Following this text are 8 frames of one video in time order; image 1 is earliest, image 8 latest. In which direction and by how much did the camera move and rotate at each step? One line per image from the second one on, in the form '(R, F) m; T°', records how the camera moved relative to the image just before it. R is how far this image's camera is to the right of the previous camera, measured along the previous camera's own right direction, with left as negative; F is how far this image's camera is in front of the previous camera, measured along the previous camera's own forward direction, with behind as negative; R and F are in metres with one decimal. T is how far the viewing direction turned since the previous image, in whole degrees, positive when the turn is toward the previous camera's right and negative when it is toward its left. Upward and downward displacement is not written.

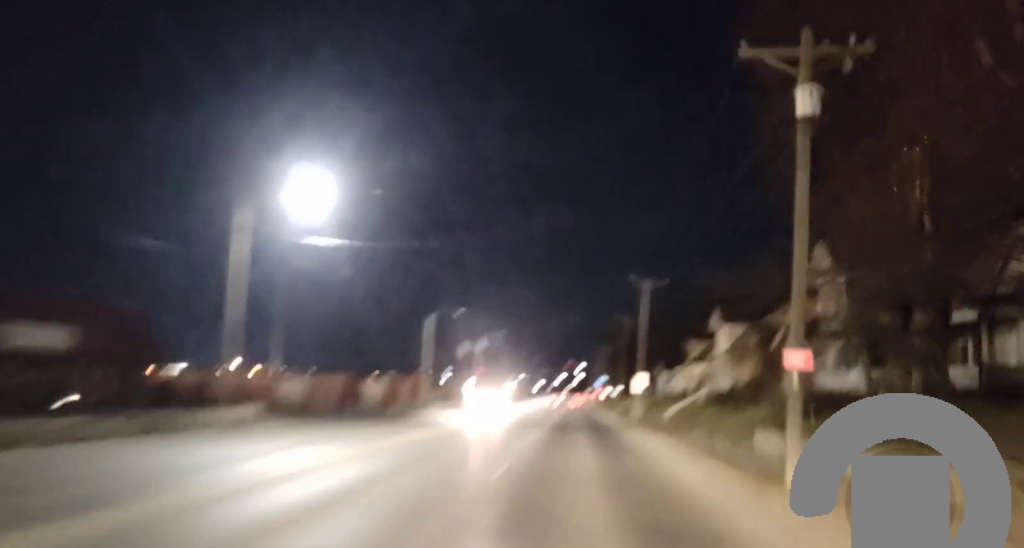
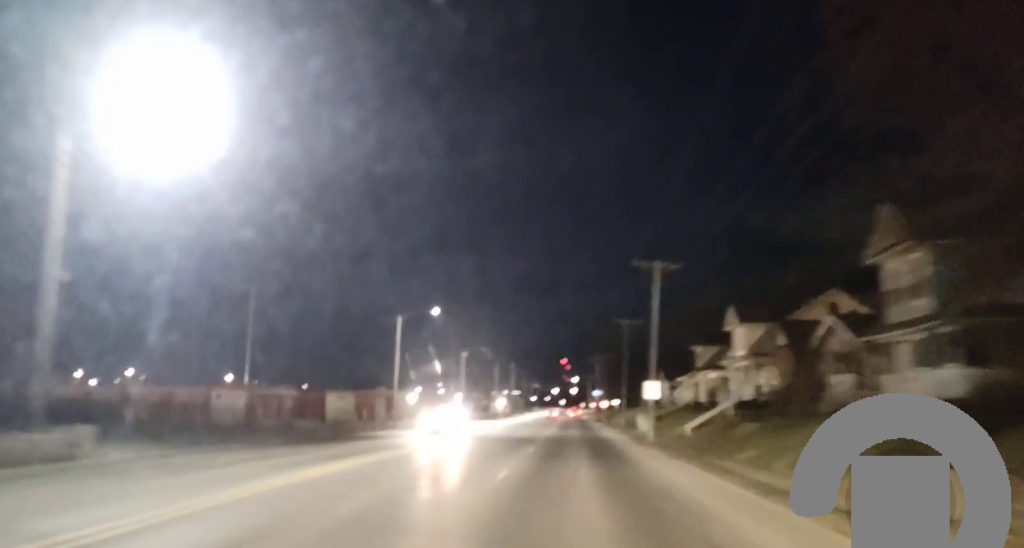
(-0.7, +11.4) m; -1°
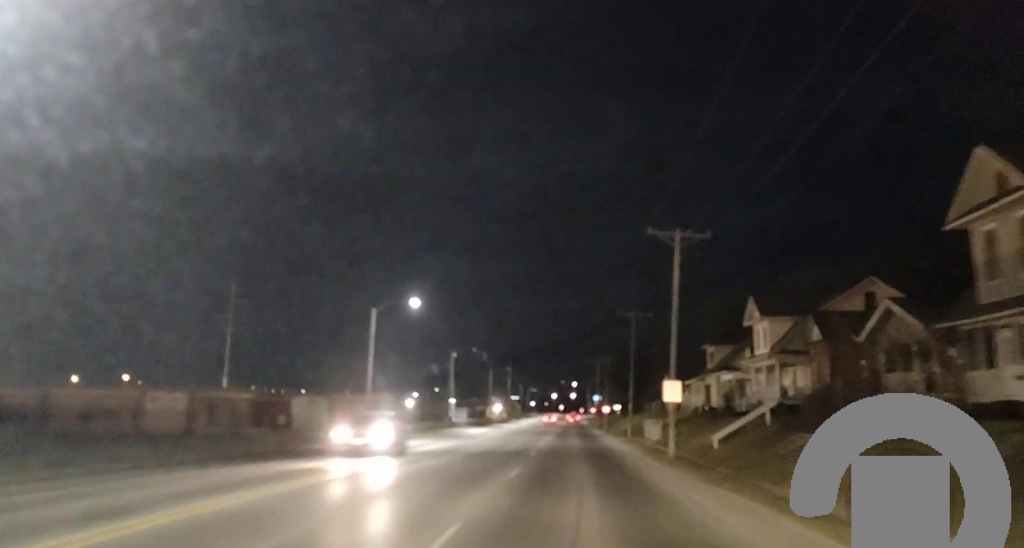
(+0.2, +8.7) m; +2°
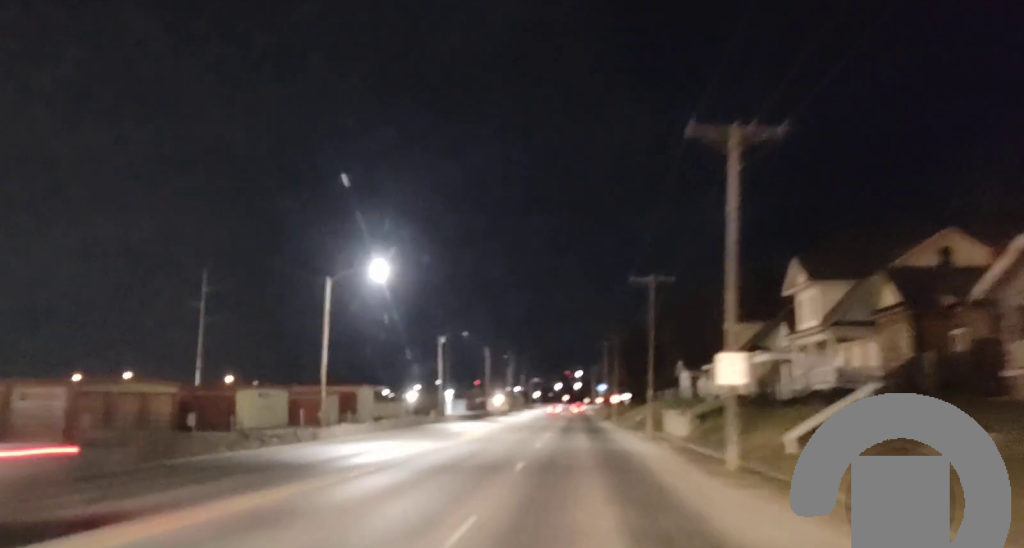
(+0.2, +11.3) m; +2°
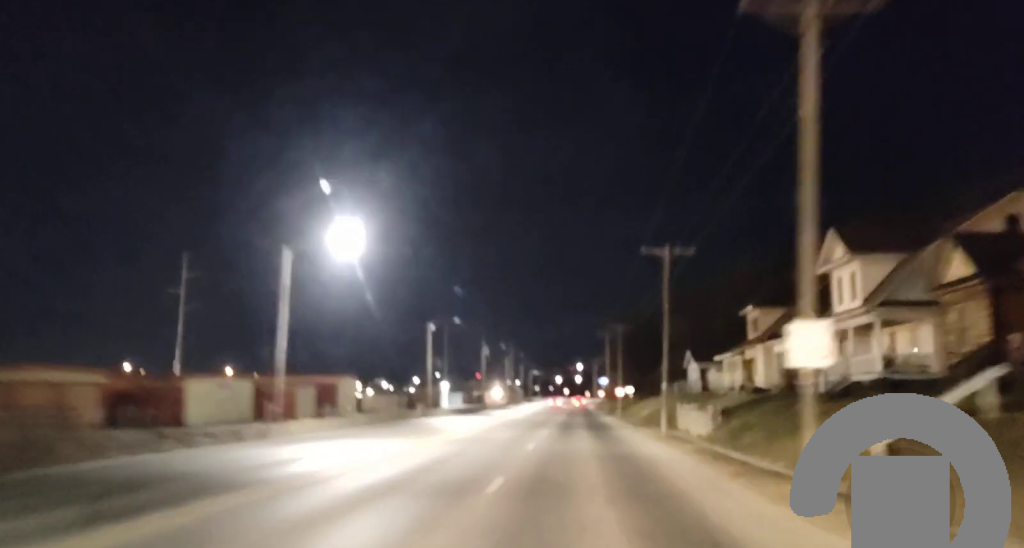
(+0.3, +7.7) m; 0°
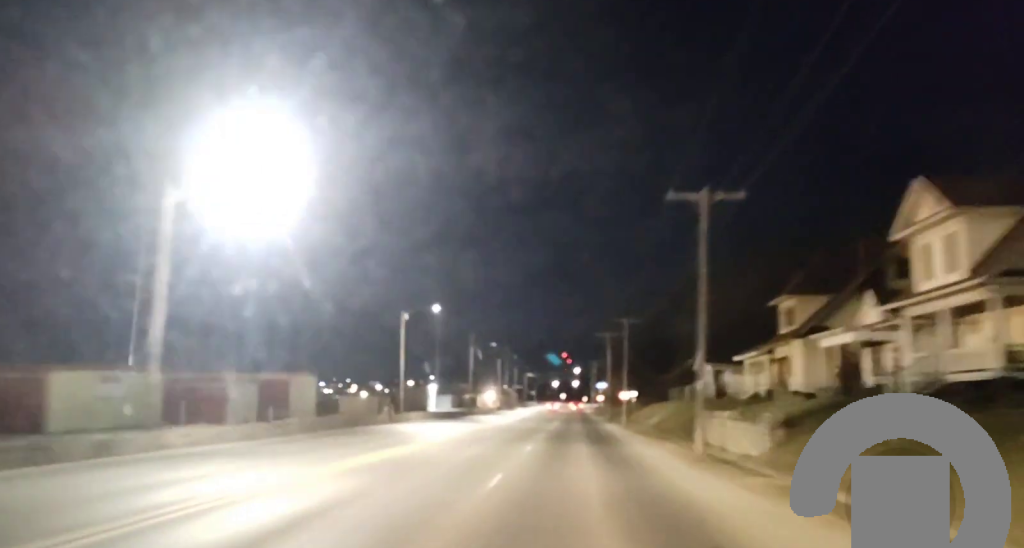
(-0.2, +11.1) m; -1°
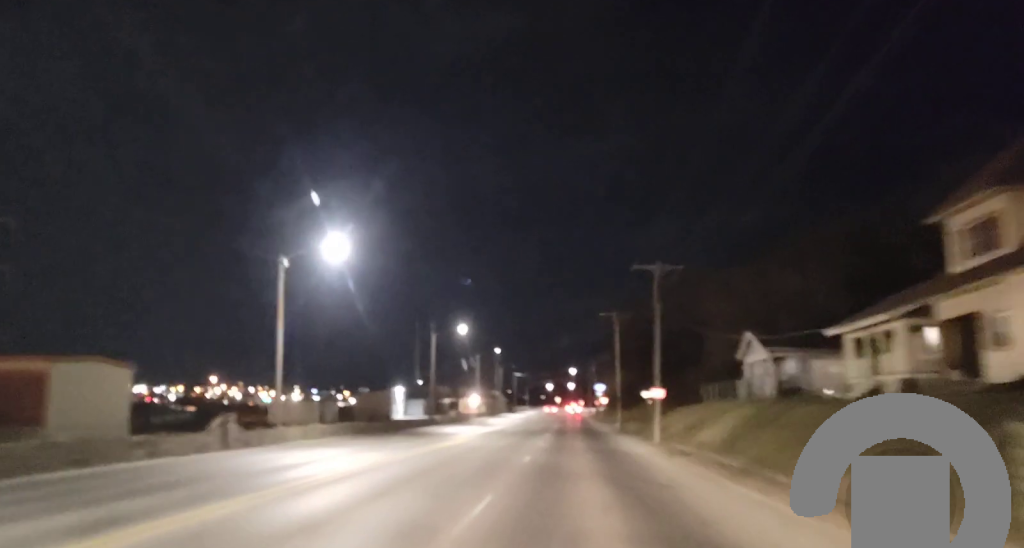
(+0.2, +27.9) m; +2°
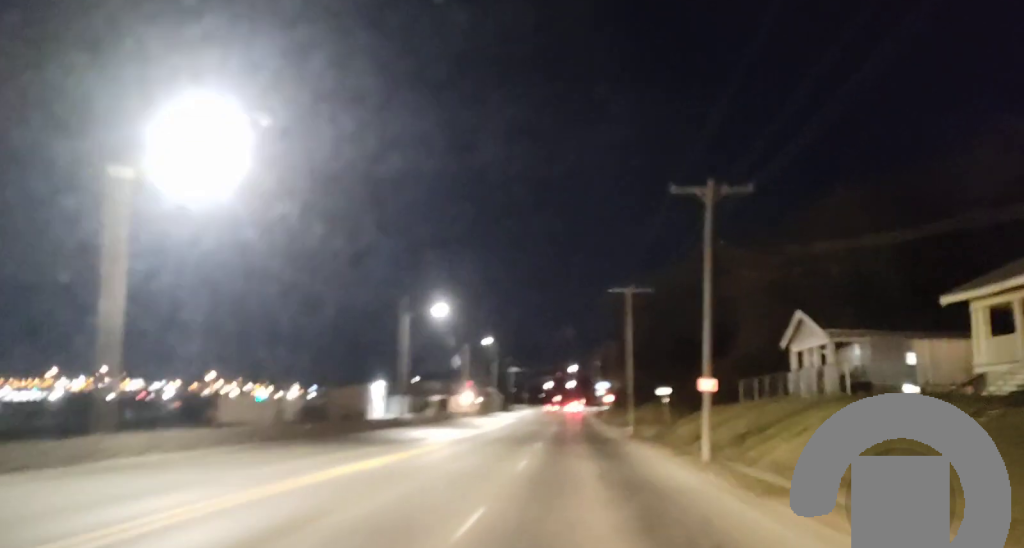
(0.0, +14.3) m; 0°
